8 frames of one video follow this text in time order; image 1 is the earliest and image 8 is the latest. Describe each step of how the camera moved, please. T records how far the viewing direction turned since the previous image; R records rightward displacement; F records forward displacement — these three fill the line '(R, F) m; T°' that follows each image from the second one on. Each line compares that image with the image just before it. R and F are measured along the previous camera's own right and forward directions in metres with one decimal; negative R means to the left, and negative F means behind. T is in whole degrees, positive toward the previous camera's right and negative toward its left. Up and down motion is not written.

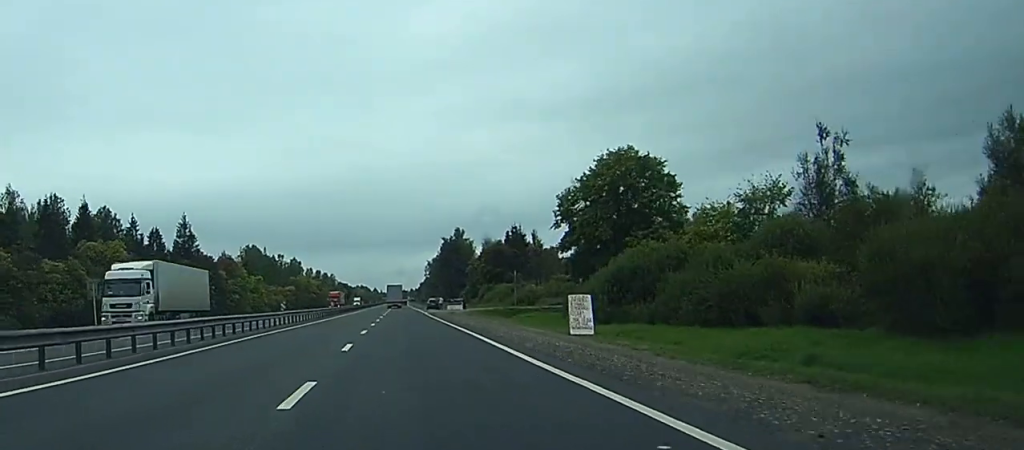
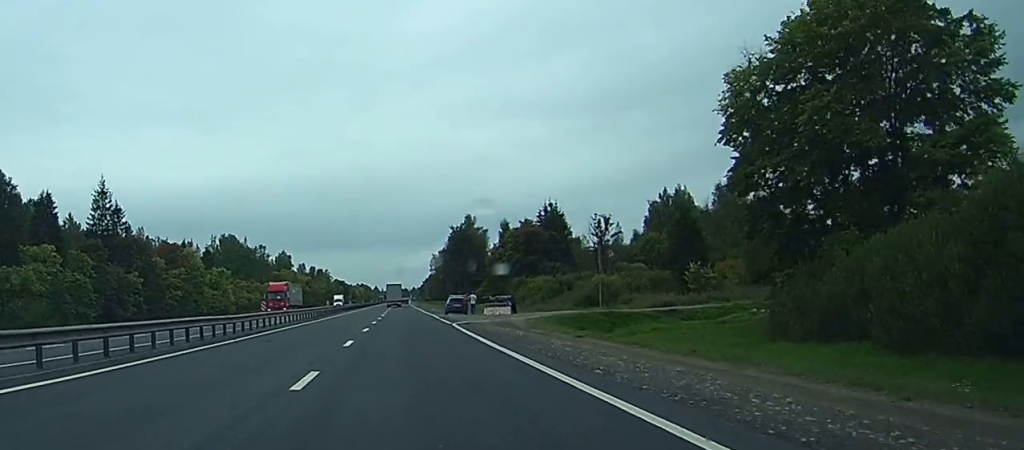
(+0.1, +46.1) m; 0°
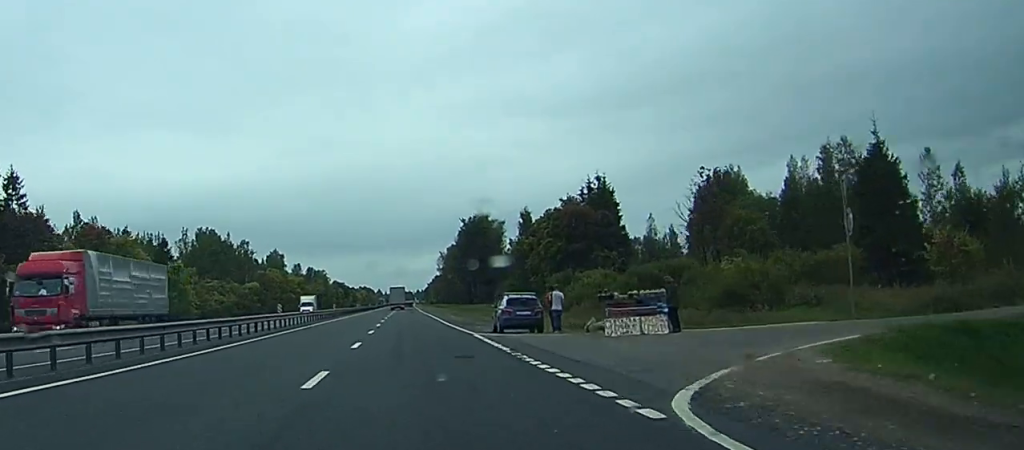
(-0.1, +35.6) m; 0°
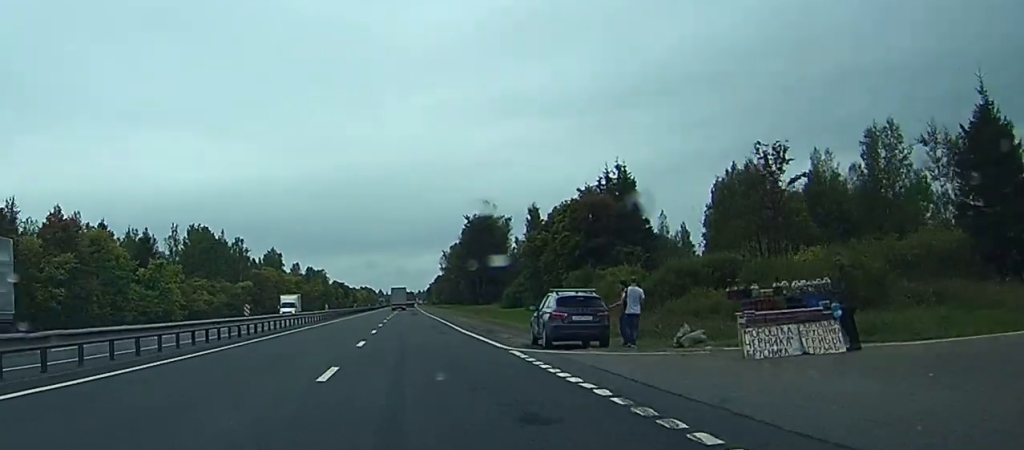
(0.0, +10.5) m; 0°
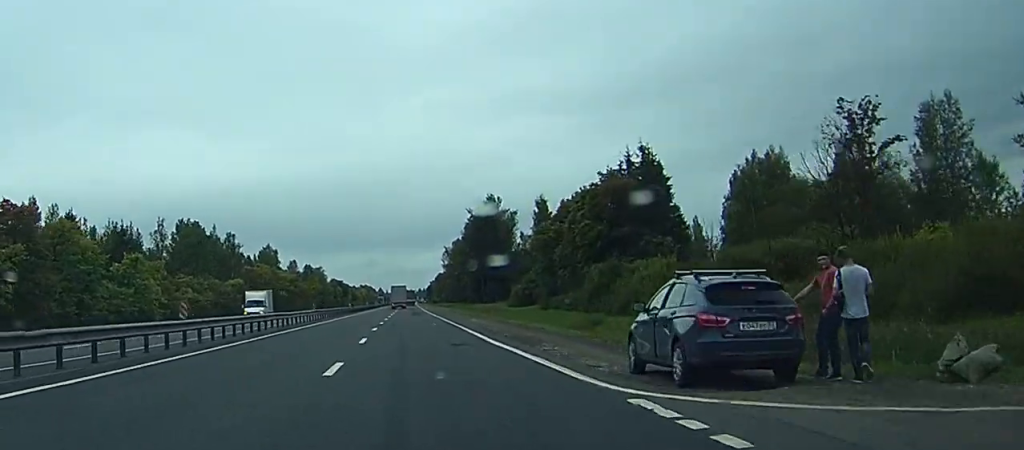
(0.0, +11.3) m; 0°
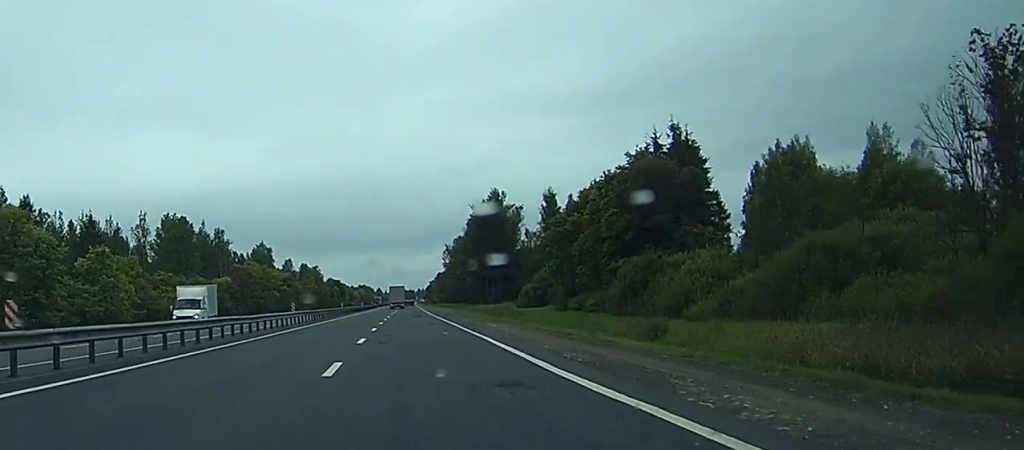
(0.0, +12.1) m; 0°
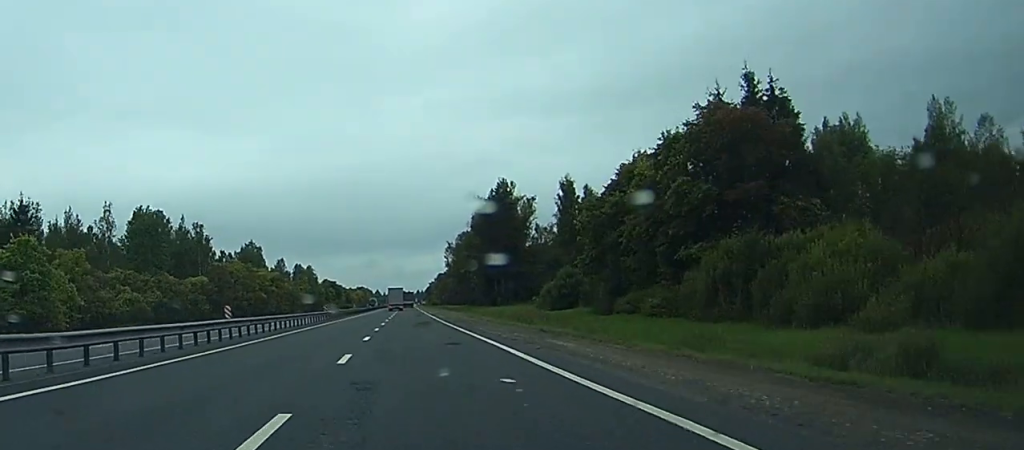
(-0.1, +20.2) m; 0°
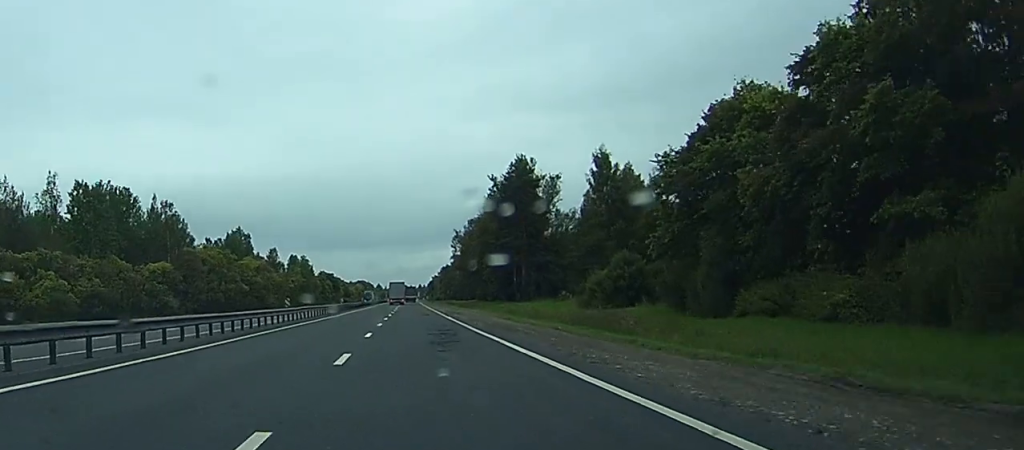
(-0.1, +25.9) m; 0°
